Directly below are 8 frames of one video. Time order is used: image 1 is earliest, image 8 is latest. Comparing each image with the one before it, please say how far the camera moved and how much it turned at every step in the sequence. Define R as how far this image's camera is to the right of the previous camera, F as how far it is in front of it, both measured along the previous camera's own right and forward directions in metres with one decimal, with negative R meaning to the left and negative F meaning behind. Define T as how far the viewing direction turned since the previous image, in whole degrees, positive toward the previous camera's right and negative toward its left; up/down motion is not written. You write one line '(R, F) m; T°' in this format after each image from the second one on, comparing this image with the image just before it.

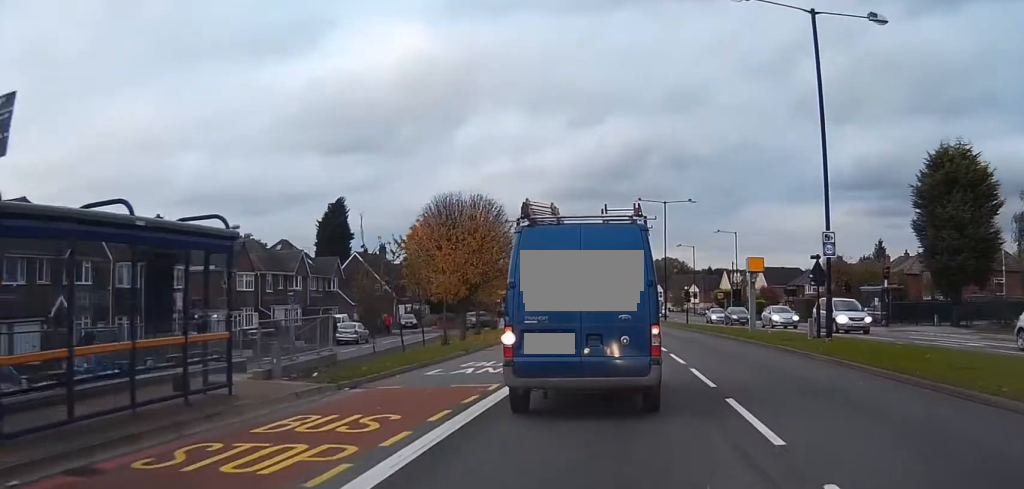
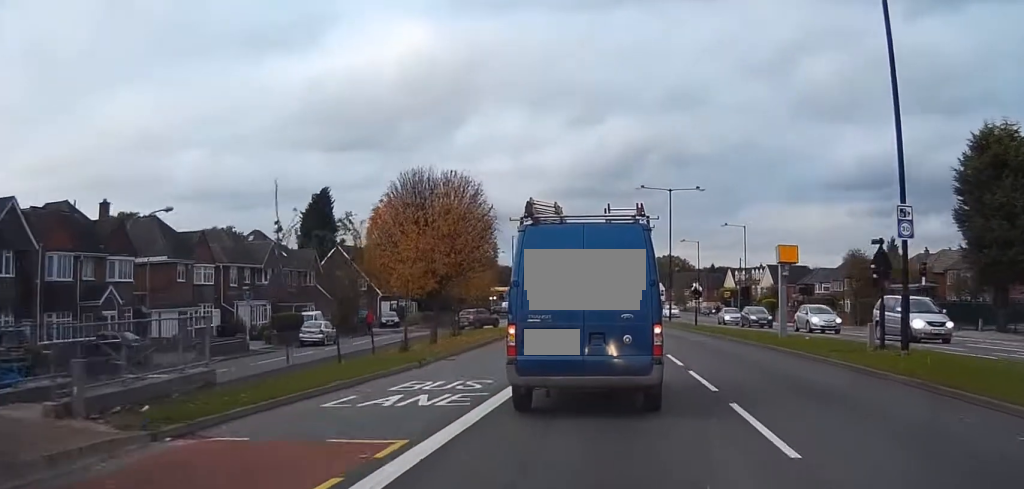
(0.0, +6.9) m; 0°
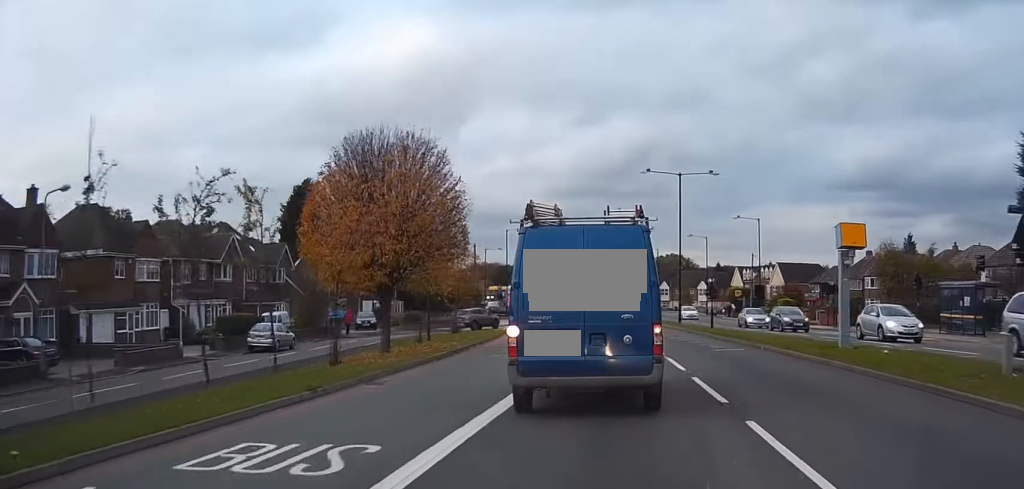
(0.0, +8.0) m; -1°
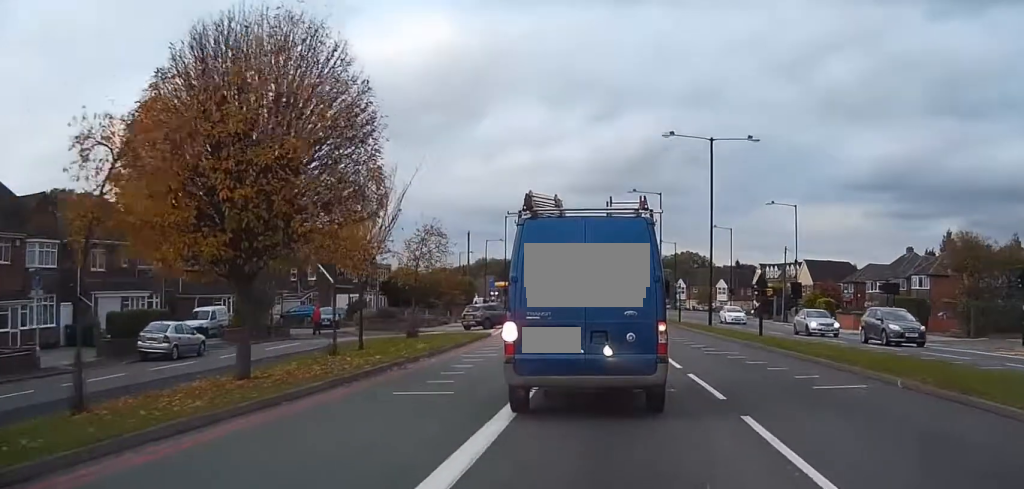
(-0.1, +12.5) m; -1°
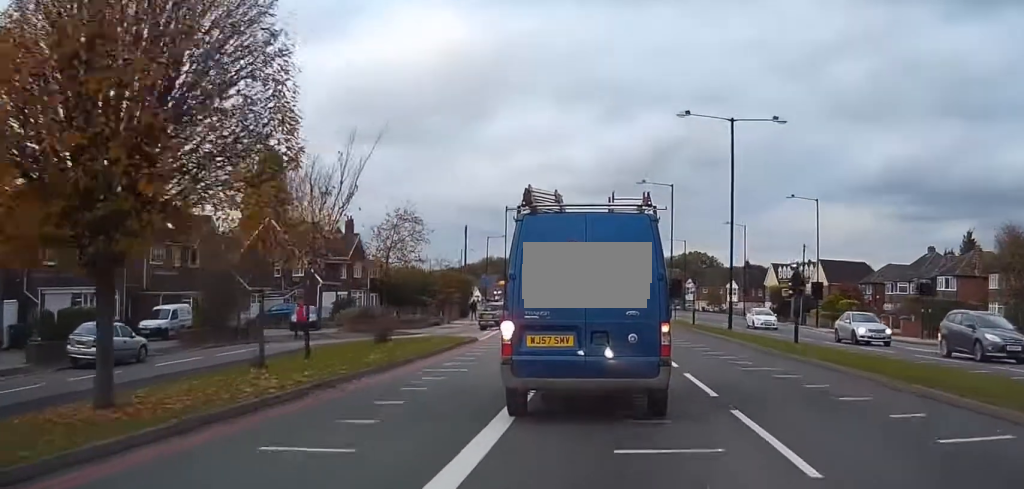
(0.0, +5.5) m; 0°
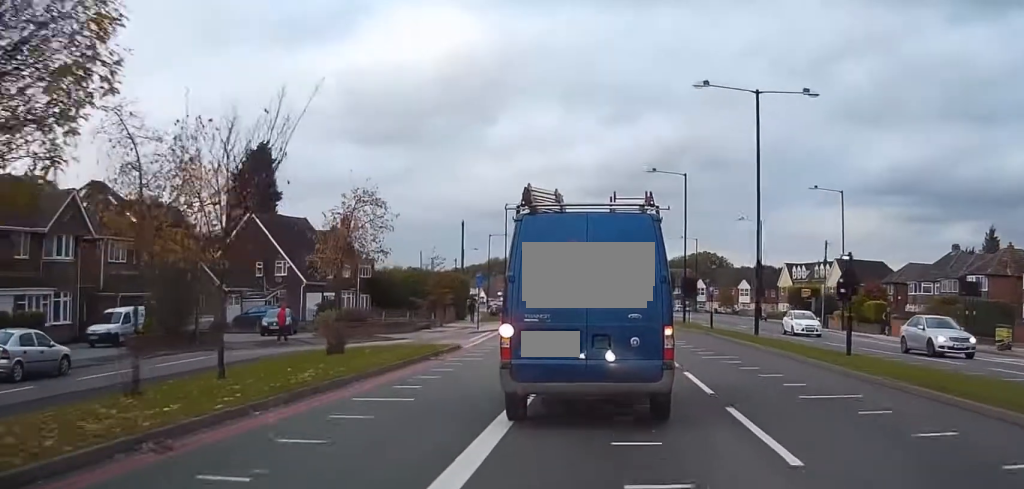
(0.0, +6.0) m; 0°
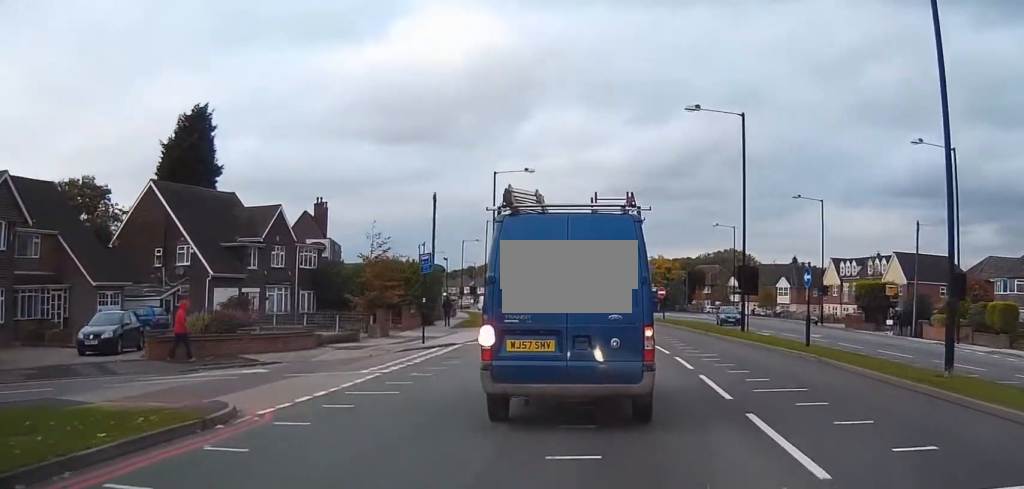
(-0.3, +20.0) m; -1°
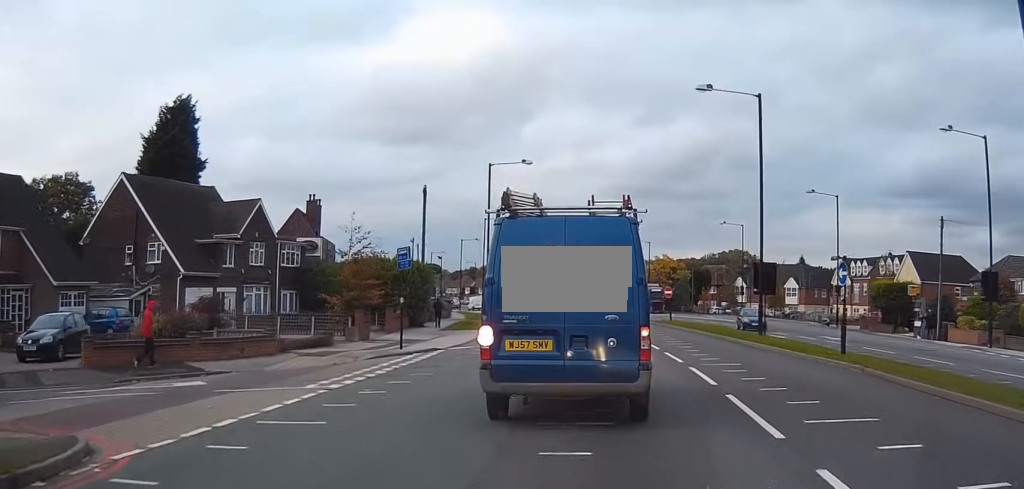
(0.0, +2.3) m; 0°
